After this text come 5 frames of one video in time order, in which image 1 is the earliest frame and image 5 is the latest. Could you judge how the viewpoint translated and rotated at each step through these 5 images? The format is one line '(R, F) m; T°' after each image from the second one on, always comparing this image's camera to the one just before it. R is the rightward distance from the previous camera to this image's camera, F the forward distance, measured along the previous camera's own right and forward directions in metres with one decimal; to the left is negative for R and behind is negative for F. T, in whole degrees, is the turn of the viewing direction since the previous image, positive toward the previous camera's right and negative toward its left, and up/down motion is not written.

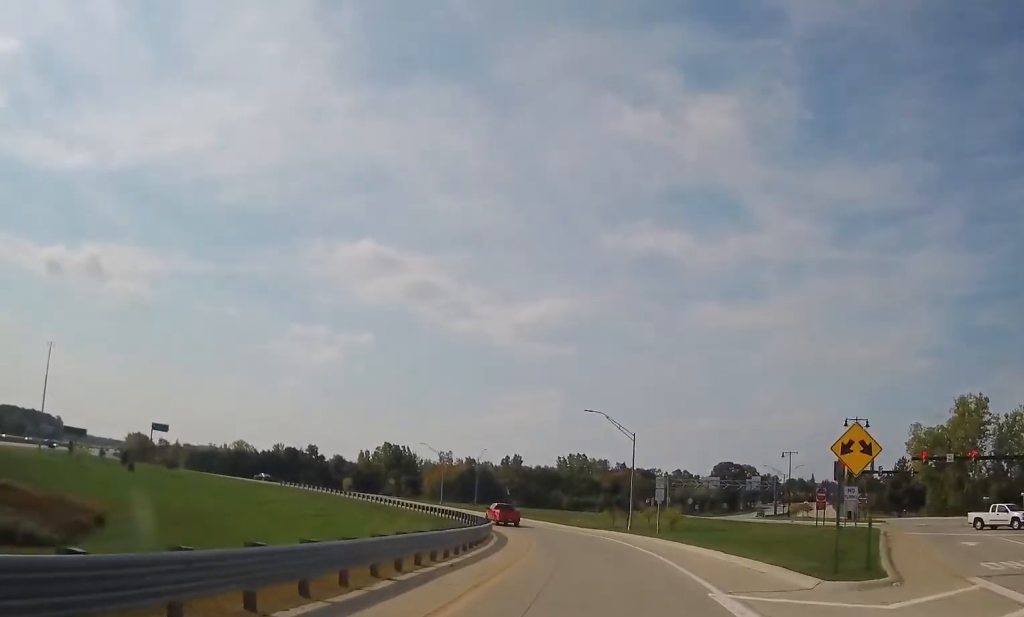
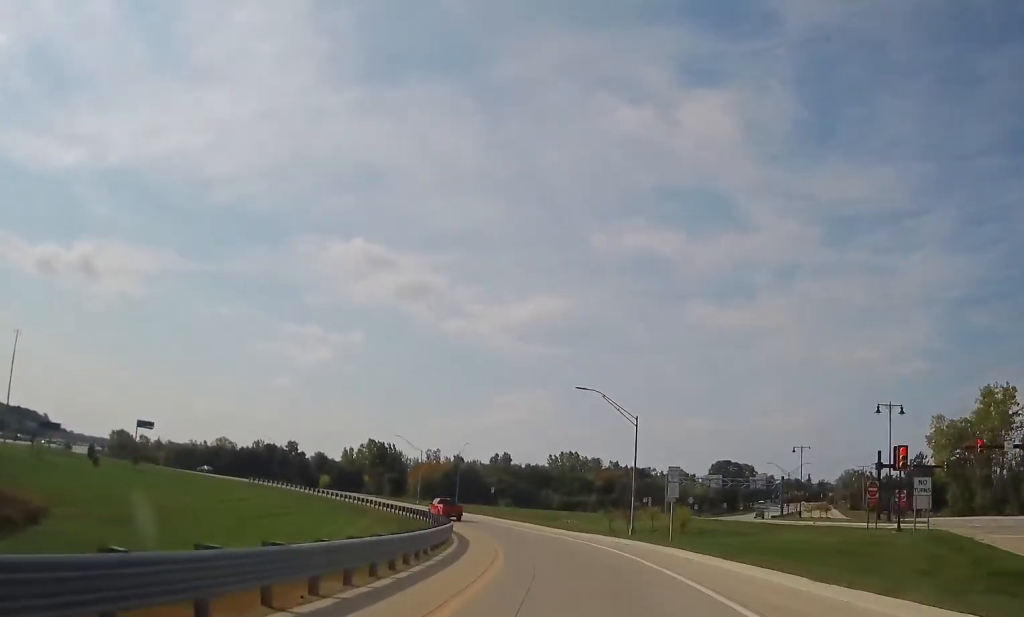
(+0.2, +11.2) m; +2°
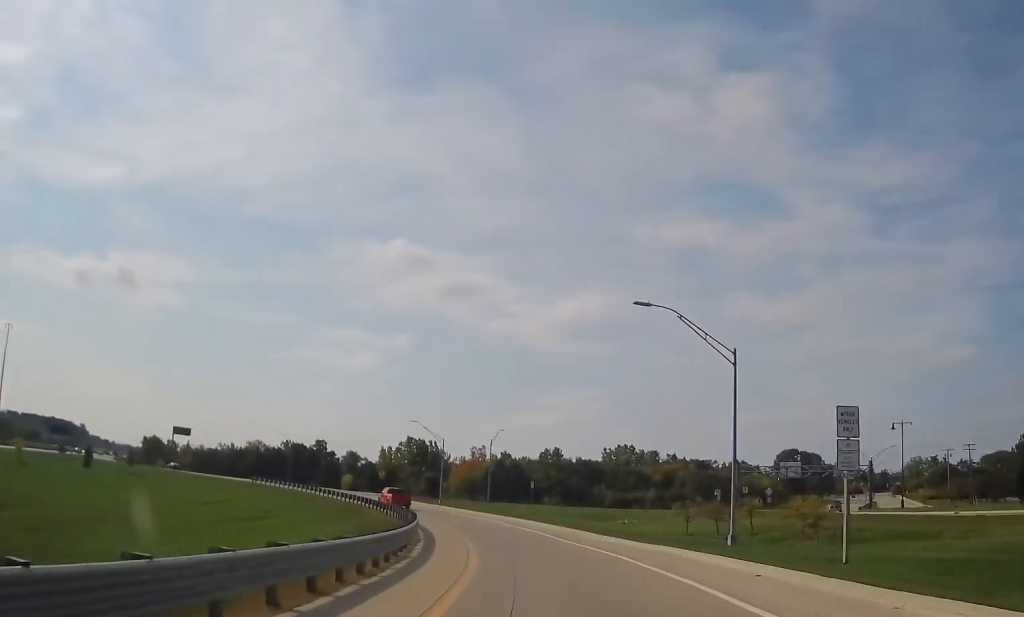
(+0.5, +19.6) m; 0°
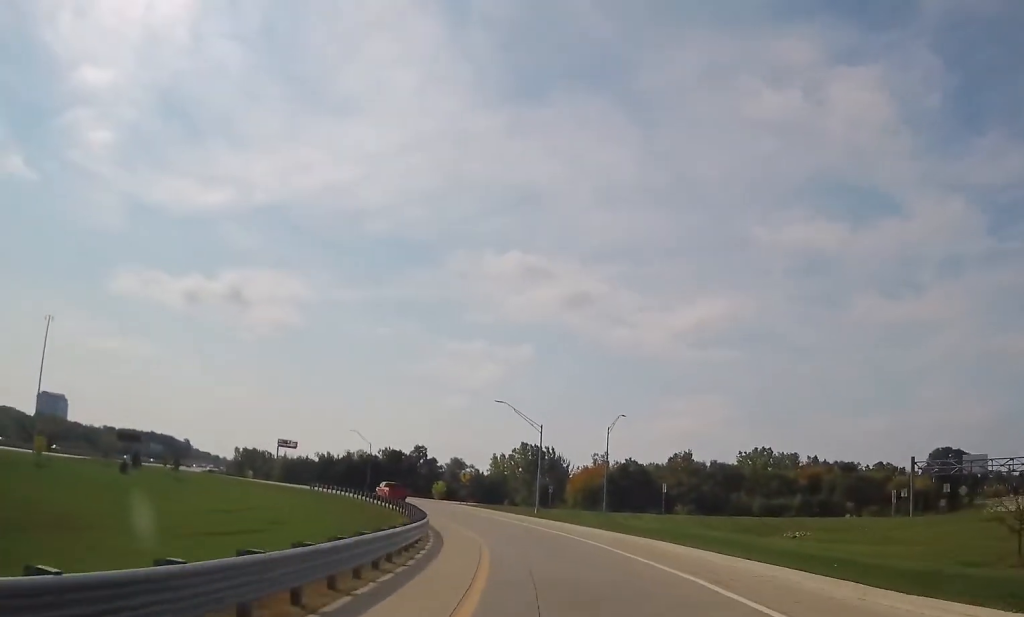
(-0.8, +23.6) m; -7°
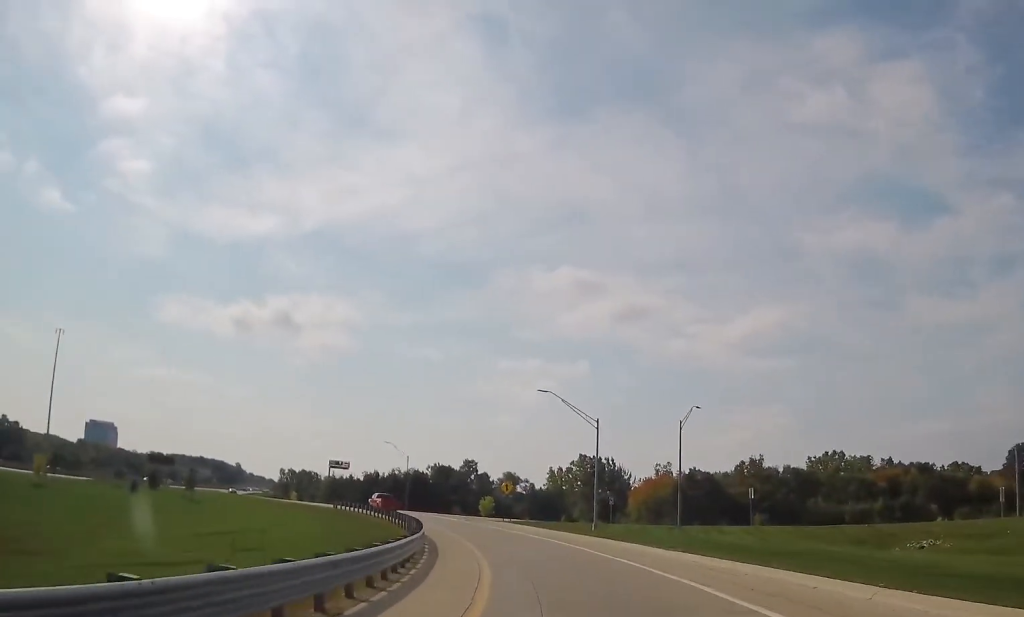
(-0.8, +12.5) m; -7°
